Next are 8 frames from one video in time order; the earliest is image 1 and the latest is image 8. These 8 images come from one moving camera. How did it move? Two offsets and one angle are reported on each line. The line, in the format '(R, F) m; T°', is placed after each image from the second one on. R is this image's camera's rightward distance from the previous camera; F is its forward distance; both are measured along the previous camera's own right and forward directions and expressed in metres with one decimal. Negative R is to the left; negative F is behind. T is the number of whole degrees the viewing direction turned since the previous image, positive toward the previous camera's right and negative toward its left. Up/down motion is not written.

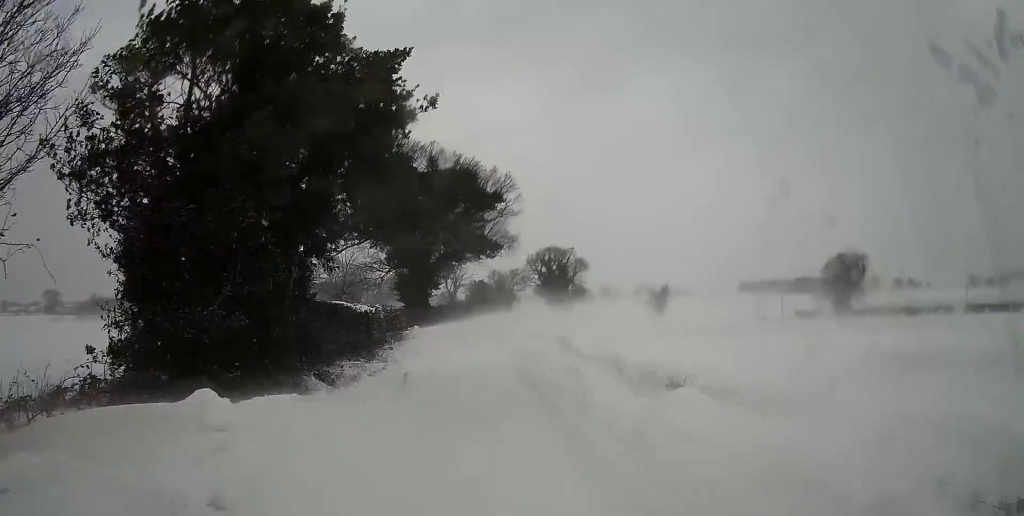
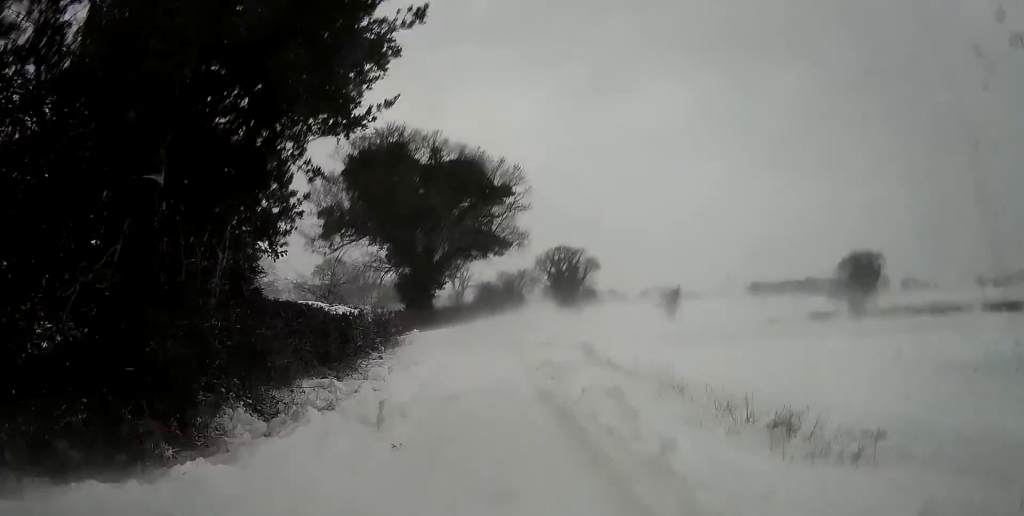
(-0.2, +4.3) m; 0°
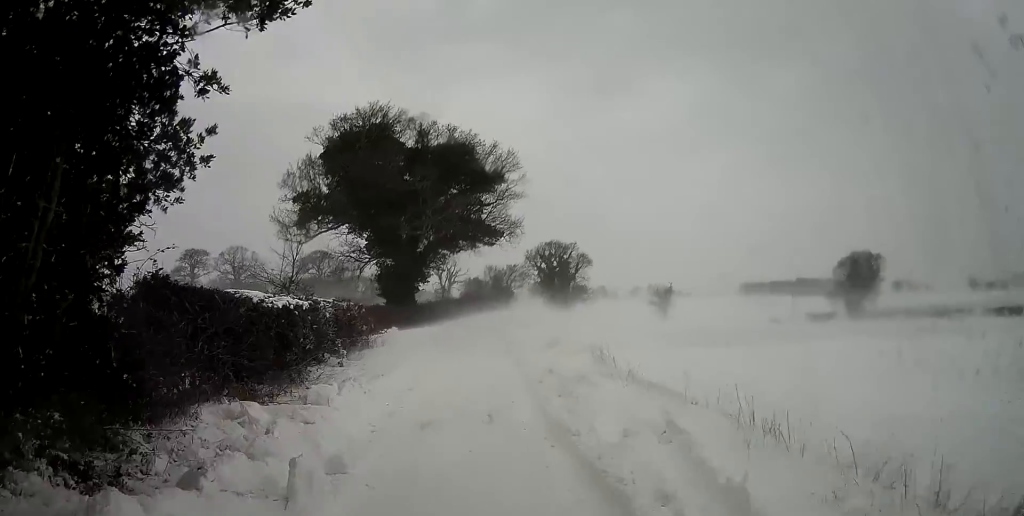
(+0.1, +3.8) m; +1°
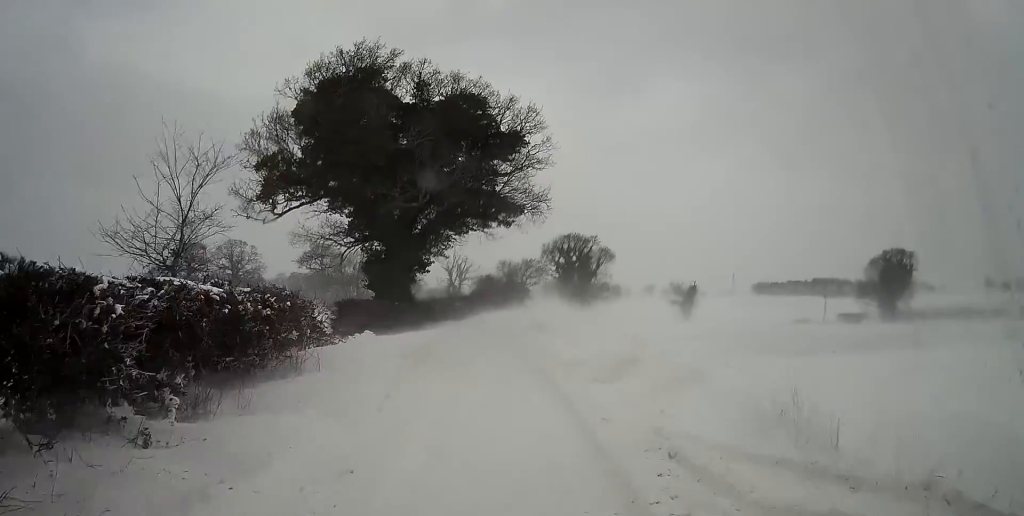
(+0.2, +9.9) m; +1°
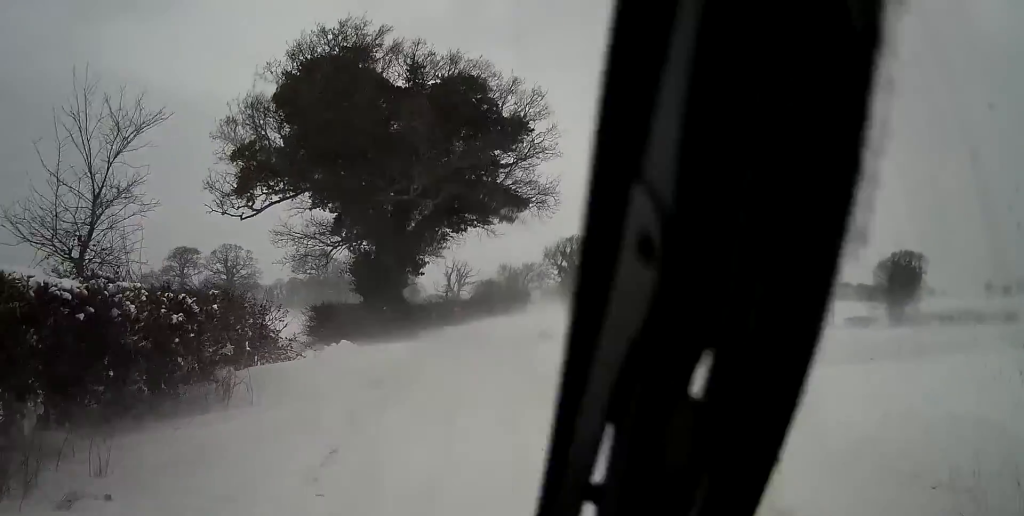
(0.0, +3.4) m; 0°
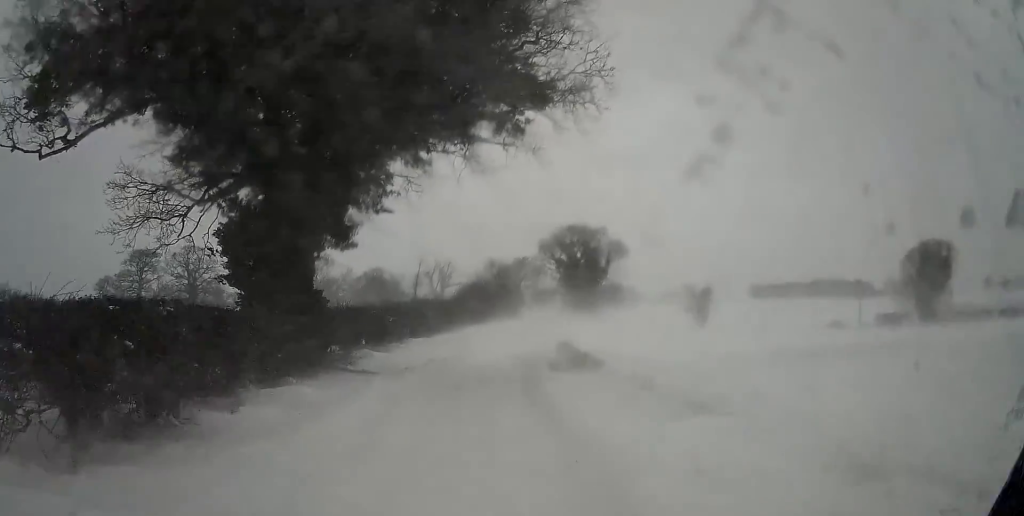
(-0.1, +14.8) m; -1°
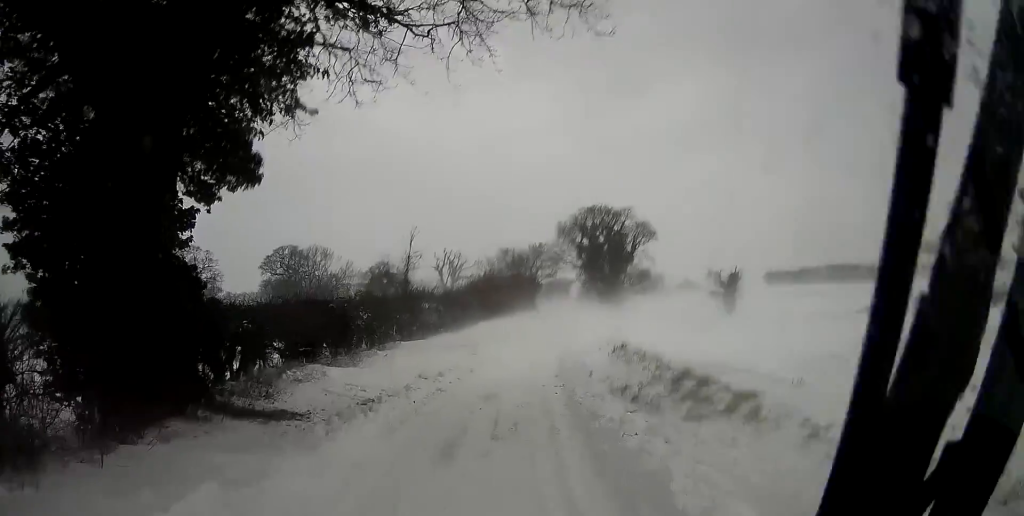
(0.0, +8.9) m; +1°
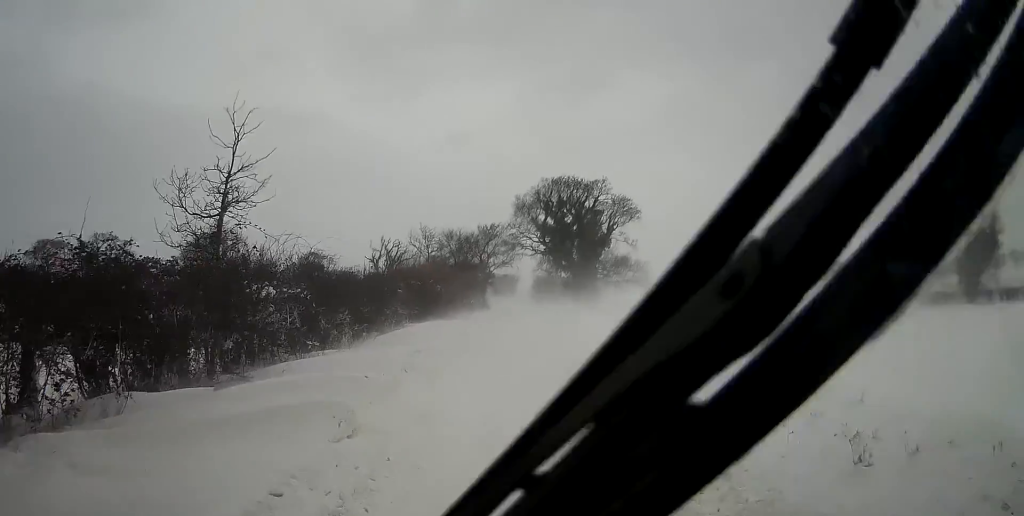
(+0.6, +15.7) m; +5°
